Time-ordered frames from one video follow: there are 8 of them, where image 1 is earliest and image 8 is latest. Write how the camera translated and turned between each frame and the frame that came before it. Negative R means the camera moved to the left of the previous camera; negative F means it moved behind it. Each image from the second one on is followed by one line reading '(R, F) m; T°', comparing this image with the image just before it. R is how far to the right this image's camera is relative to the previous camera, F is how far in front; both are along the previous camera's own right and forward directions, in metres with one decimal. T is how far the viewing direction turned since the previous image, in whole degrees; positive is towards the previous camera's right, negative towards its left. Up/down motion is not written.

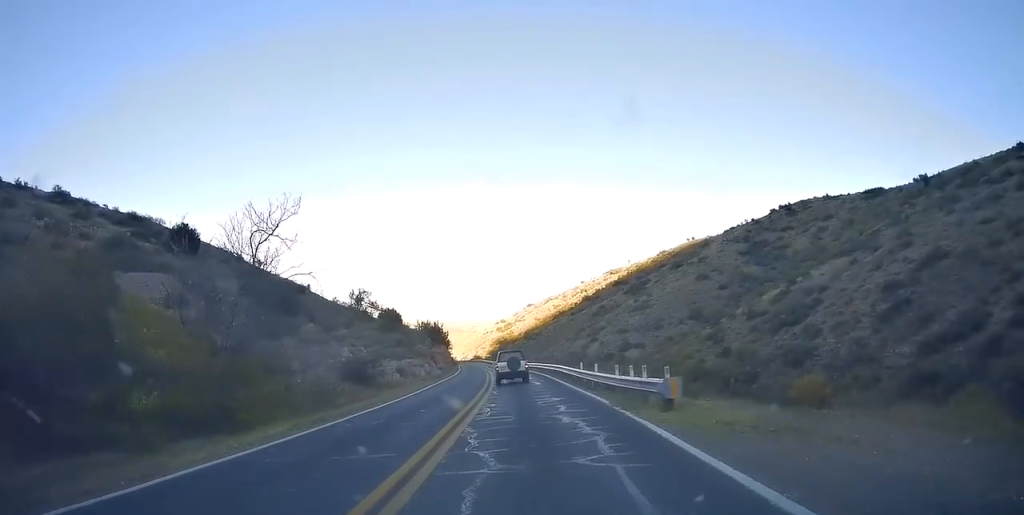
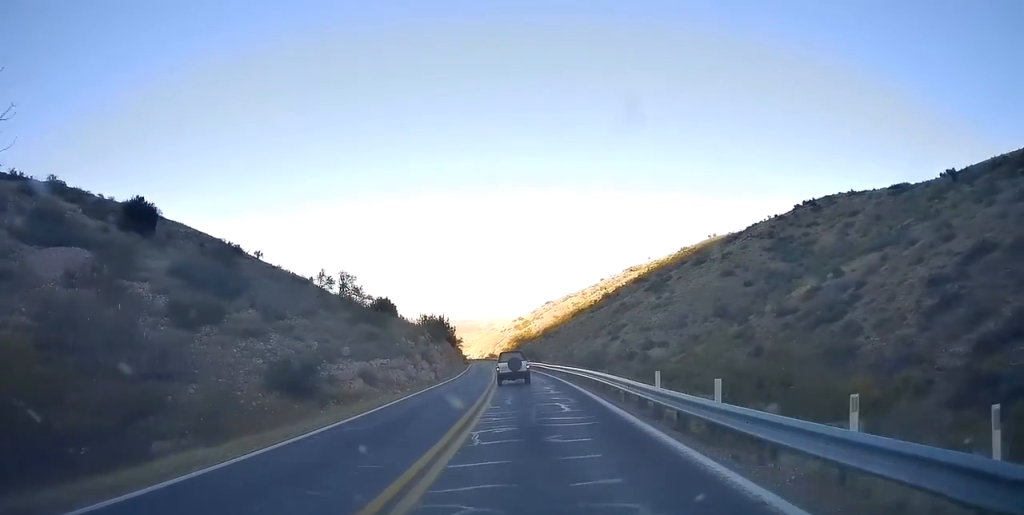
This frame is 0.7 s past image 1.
(-0.1, +13.1) m; -1°
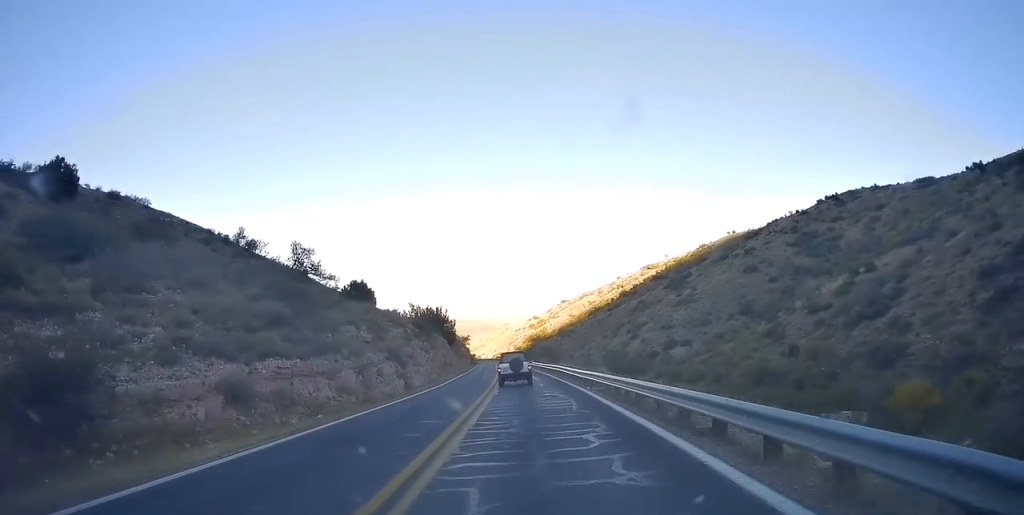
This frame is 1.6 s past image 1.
(-0.2, +15.5) m; -2°
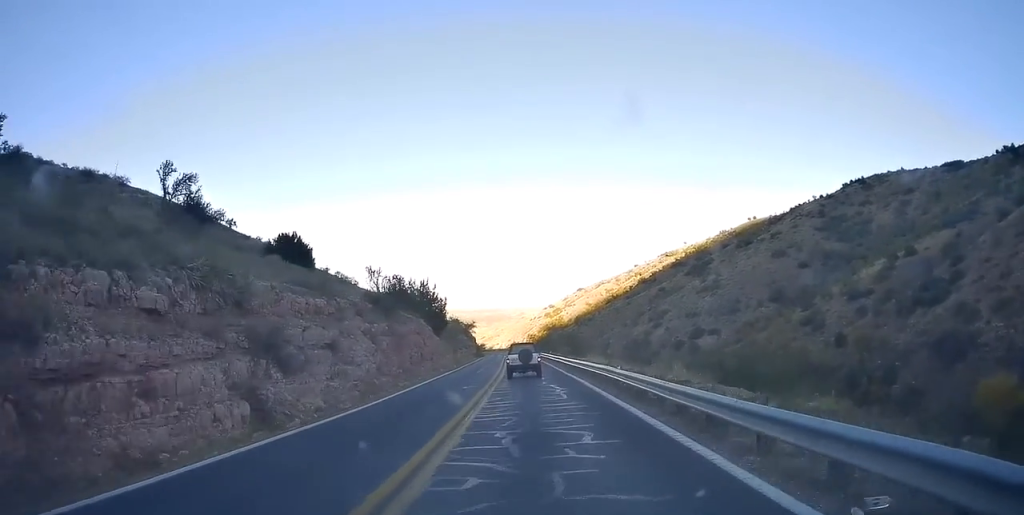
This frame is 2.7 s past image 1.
(-0.6, +19.0) m; -1°
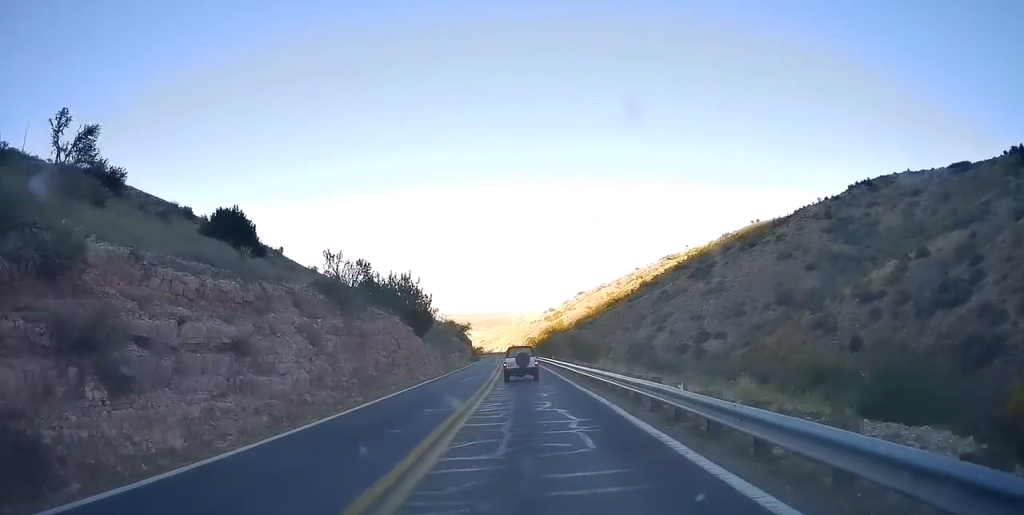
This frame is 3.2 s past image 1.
(-0.2, +7.9) m; +1°
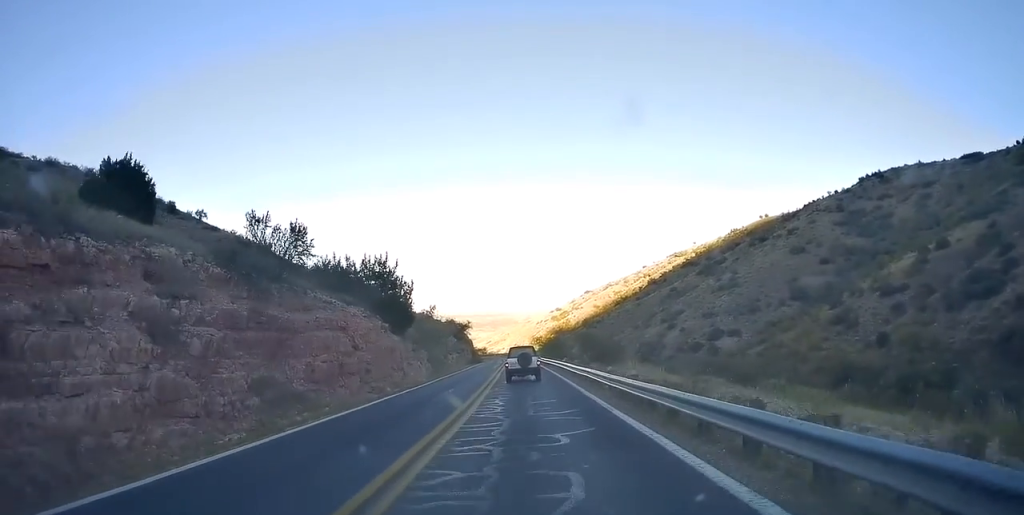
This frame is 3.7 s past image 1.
(+0.2, +9.5) m; 0°
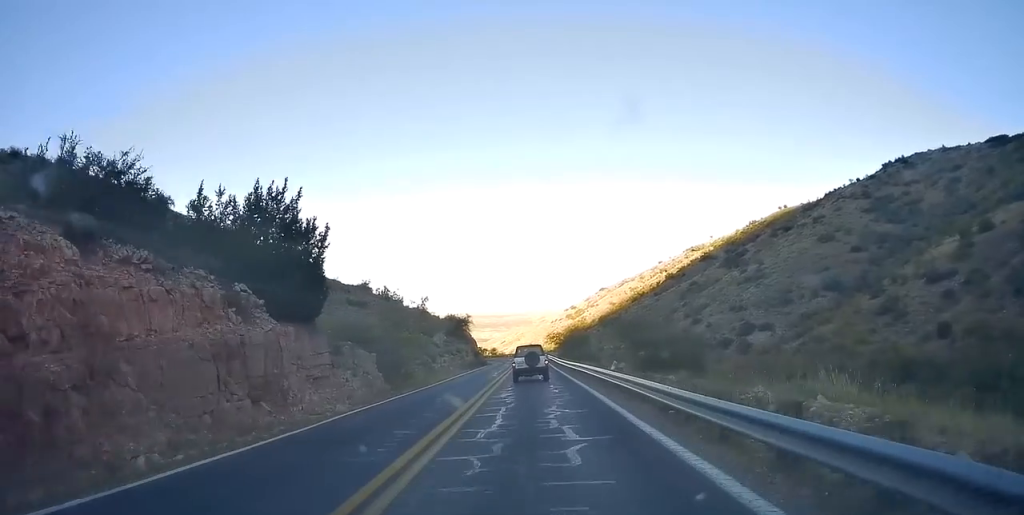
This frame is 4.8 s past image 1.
(-0.2, +18.3) m; -2°
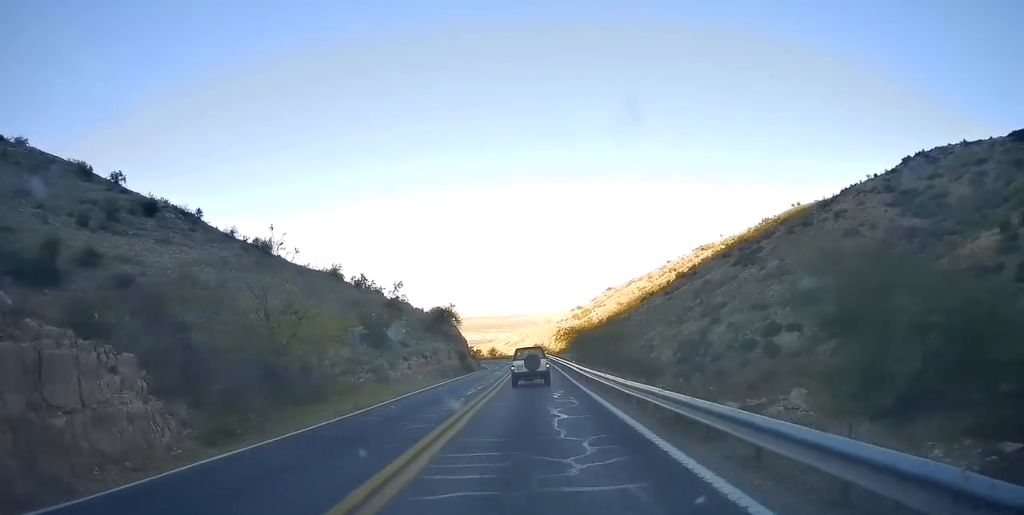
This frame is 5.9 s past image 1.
(-0.3, +18.3) m; 0°
